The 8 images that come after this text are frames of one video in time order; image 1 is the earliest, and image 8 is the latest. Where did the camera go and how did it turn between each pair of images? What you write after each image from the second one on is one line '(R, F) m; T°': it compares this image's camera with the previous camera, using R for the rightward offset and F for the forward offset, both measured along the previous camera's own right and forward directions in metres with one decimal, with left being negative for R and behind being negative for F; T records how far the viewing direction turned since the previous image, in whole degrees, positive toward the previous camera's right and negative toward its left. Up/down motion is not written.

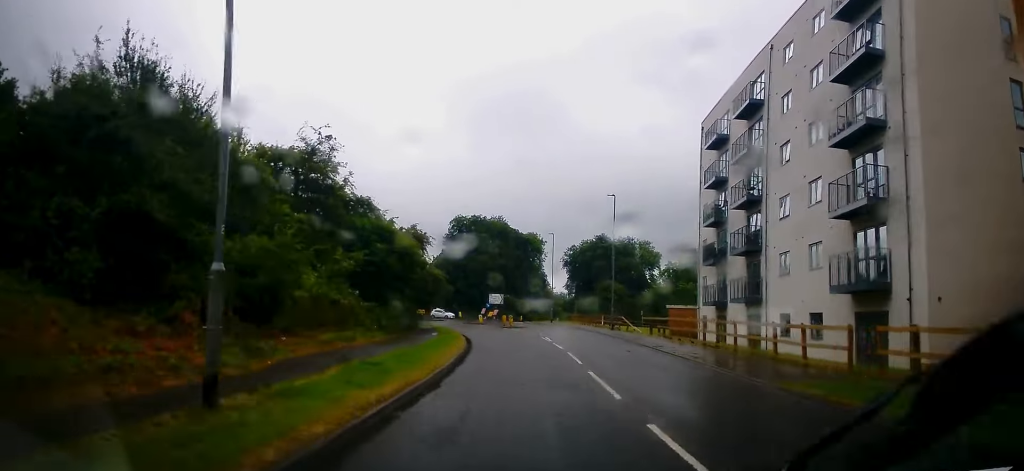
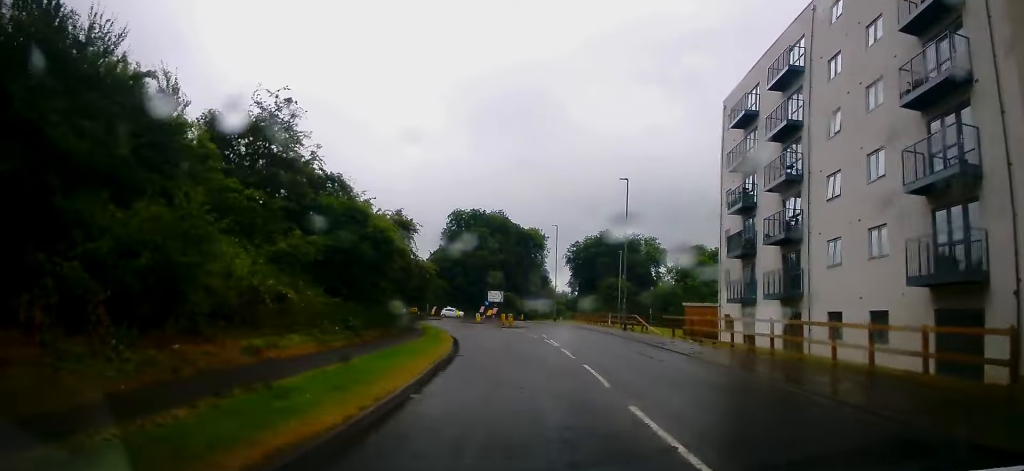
(0.0, +5.4) m; 0°
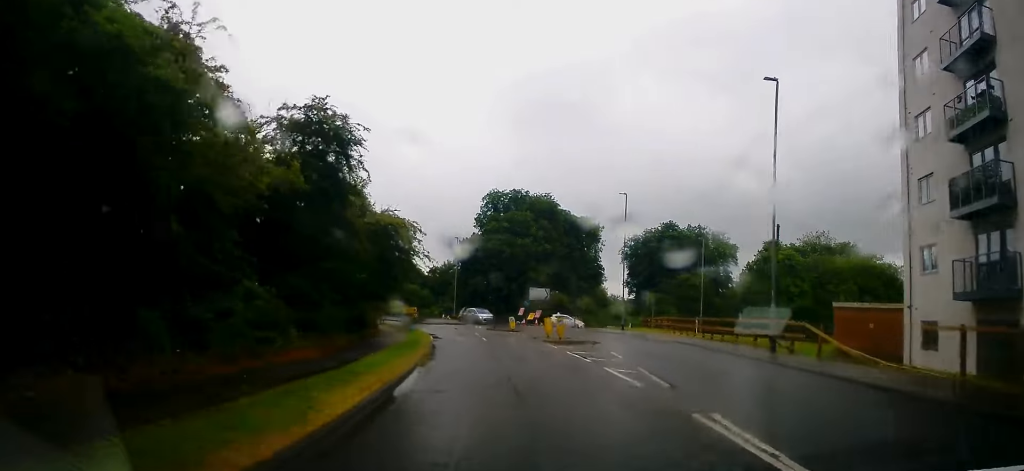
(-0.4, +19.6) m; -3°
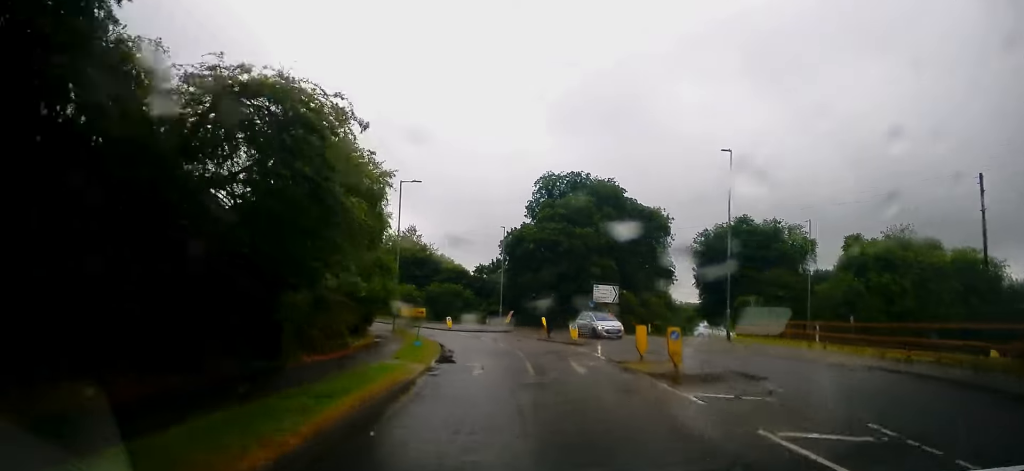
(-0.4, +13.4) m; -3°
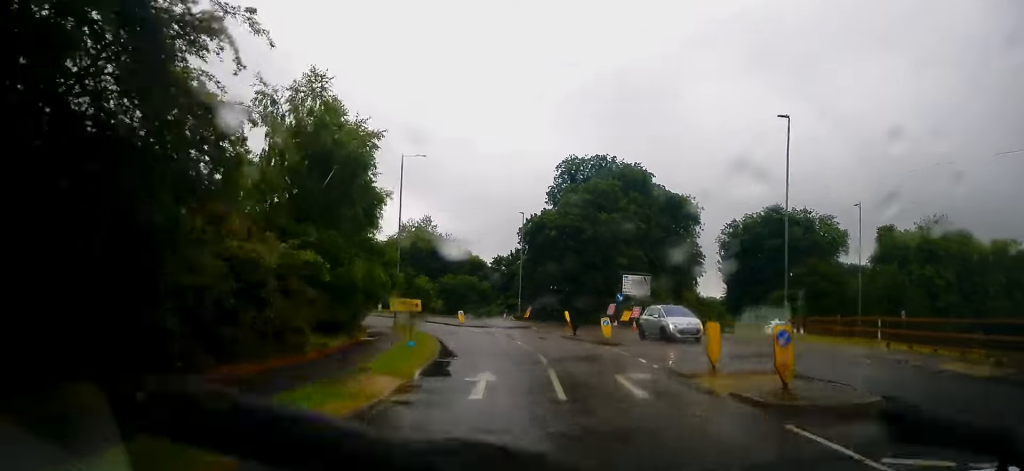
(0.0, +5.2) m; -1°
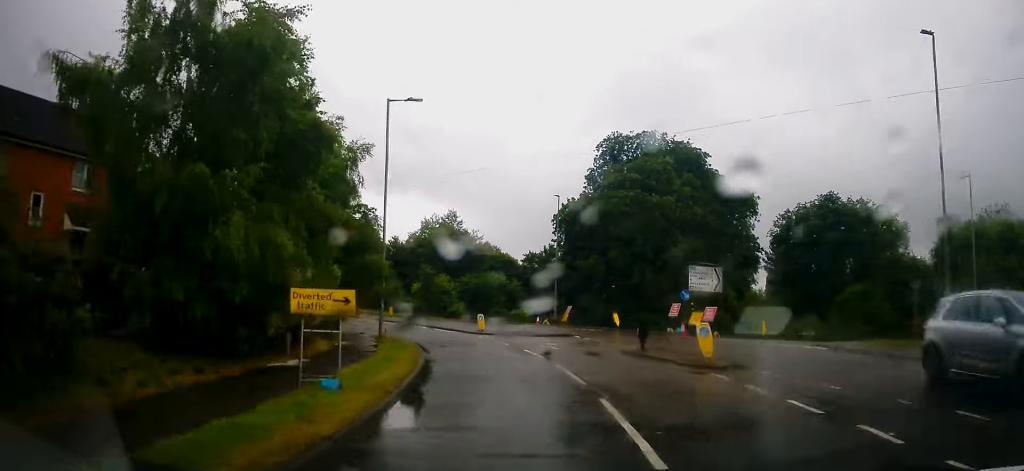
(-0.3, +9.8) m; -4°
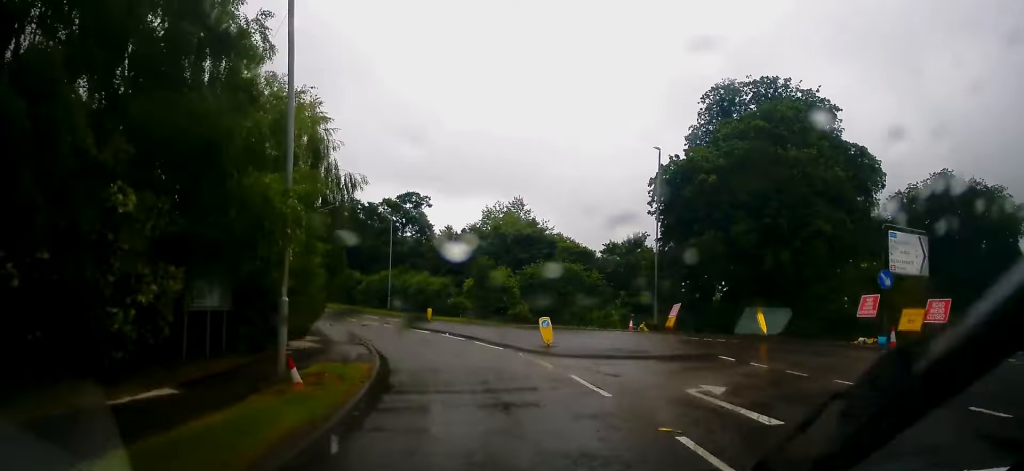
(-1.0, +14.4) m; -10°
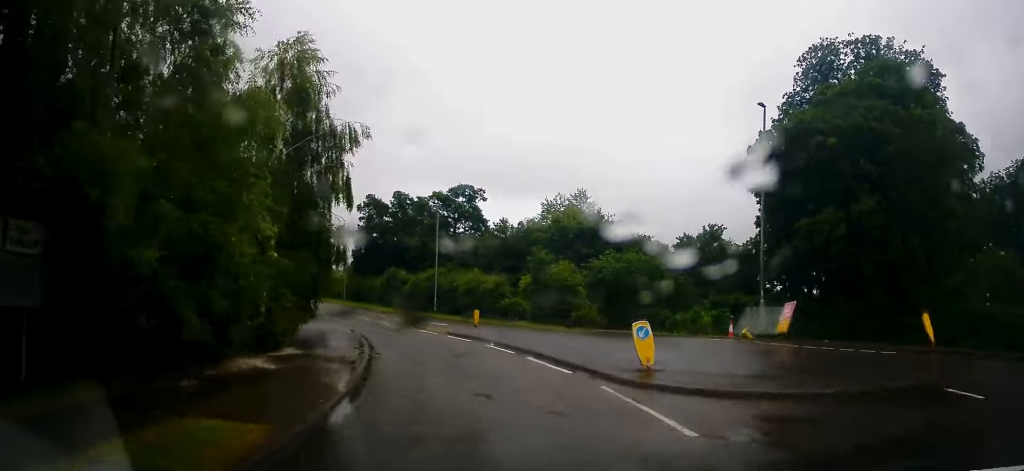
(-0.6, +7.8) m; -5°
